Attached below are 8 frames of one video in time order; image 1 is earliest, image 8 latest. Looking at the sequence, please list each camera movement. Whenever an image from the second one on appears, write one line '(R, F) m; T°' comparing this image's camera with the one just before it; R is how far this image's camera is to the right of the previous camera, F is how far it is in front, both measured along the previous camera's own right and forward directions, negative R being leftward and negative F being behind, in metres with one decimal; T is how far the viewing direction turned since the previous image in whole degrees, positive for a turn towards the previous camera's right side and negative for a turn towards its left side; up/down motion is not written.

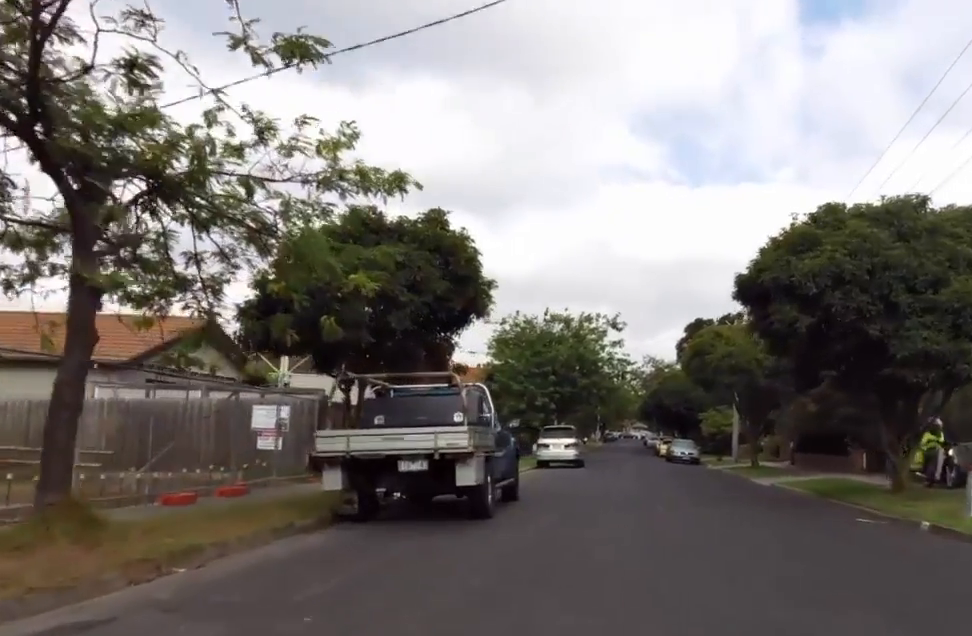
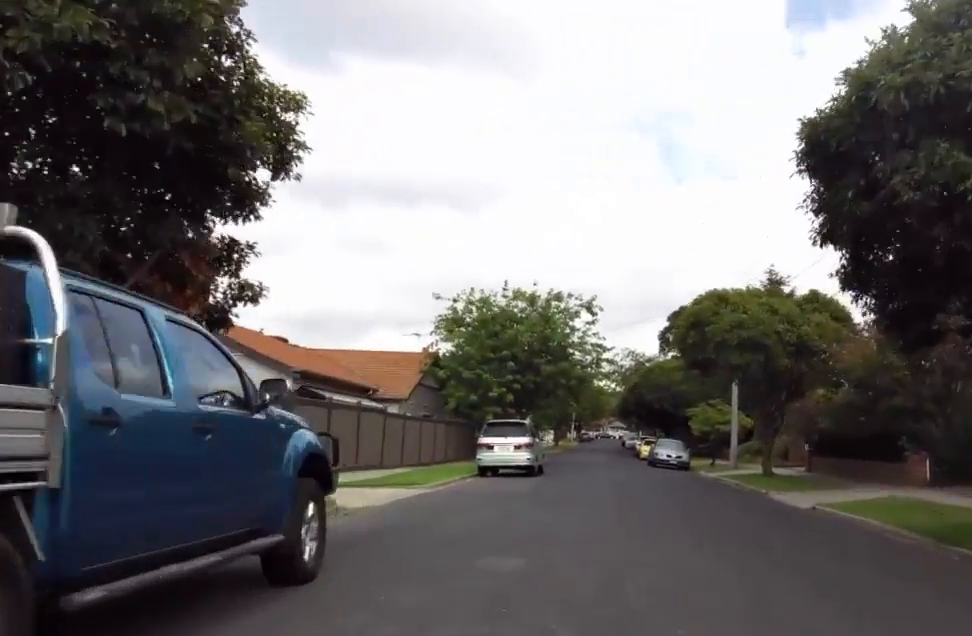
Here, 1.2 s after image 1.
(+1.1, +7.6) m; -4°
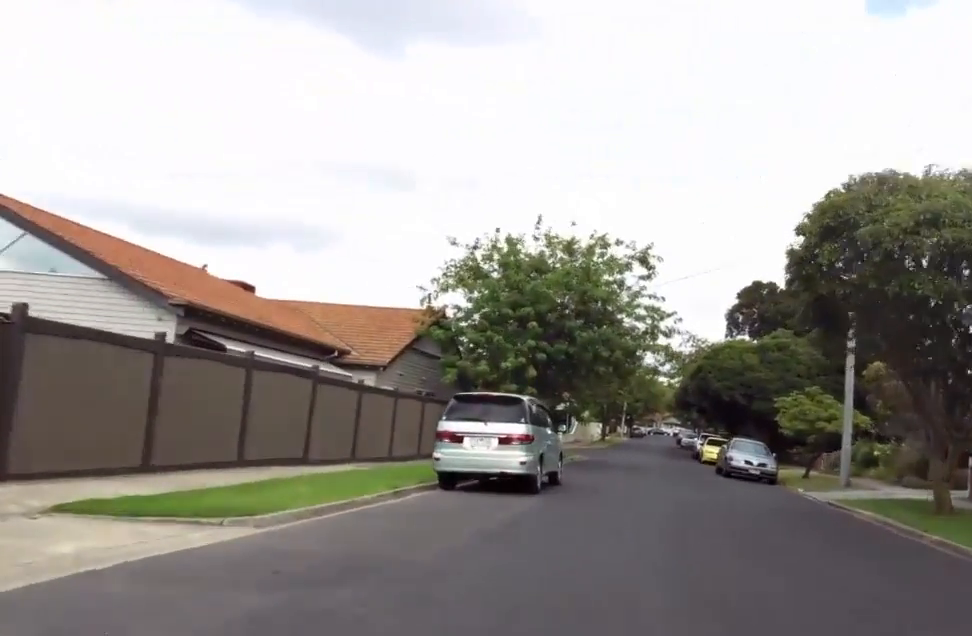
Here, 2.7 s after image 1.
(-1.9, +10.3) m; -2°
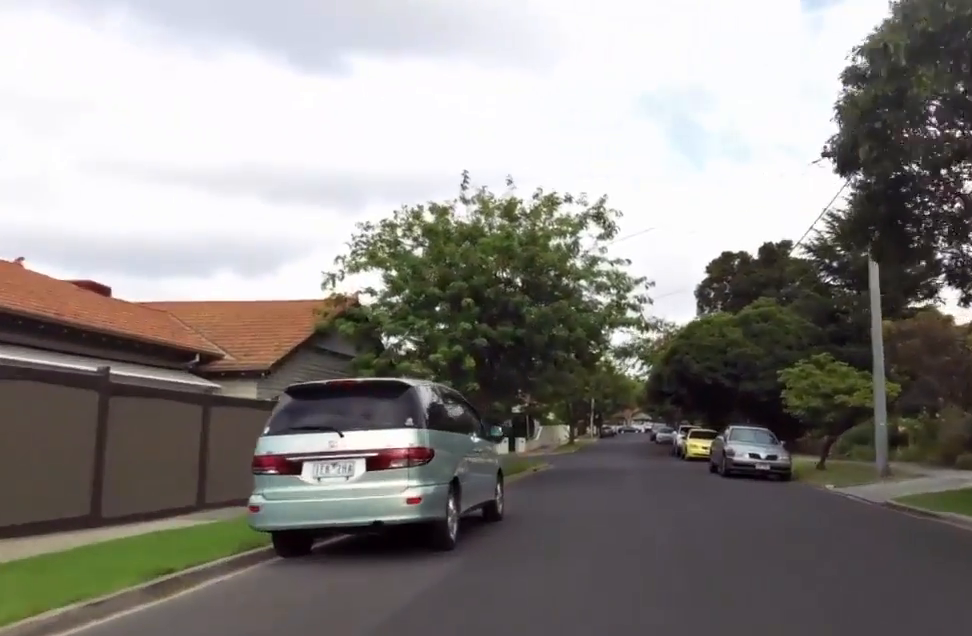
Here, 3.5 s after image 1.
(+0.7, +5.7) m; +3°
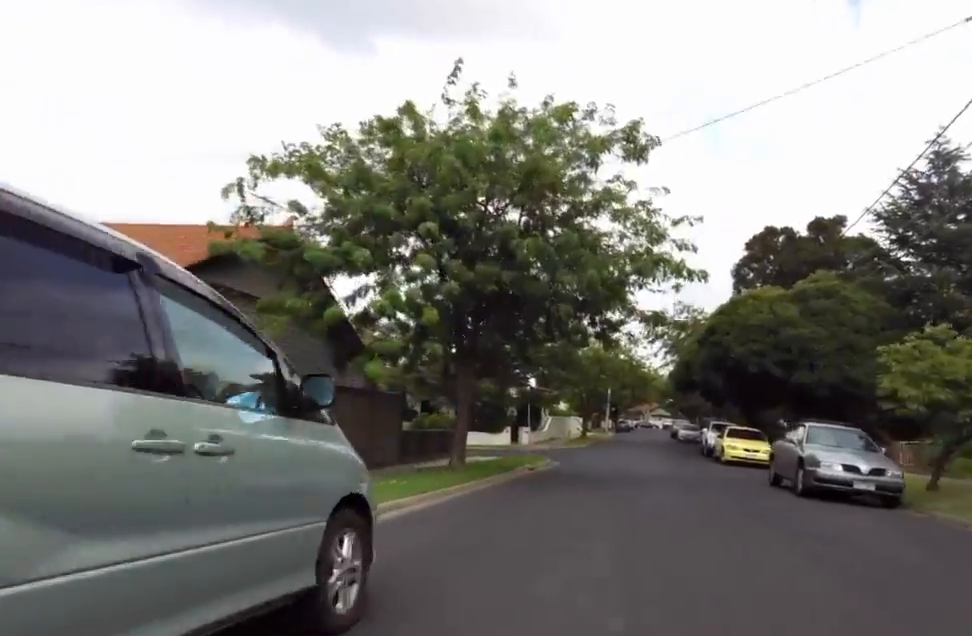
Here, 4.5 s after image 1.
(-0.1, +7.1) m; -6°
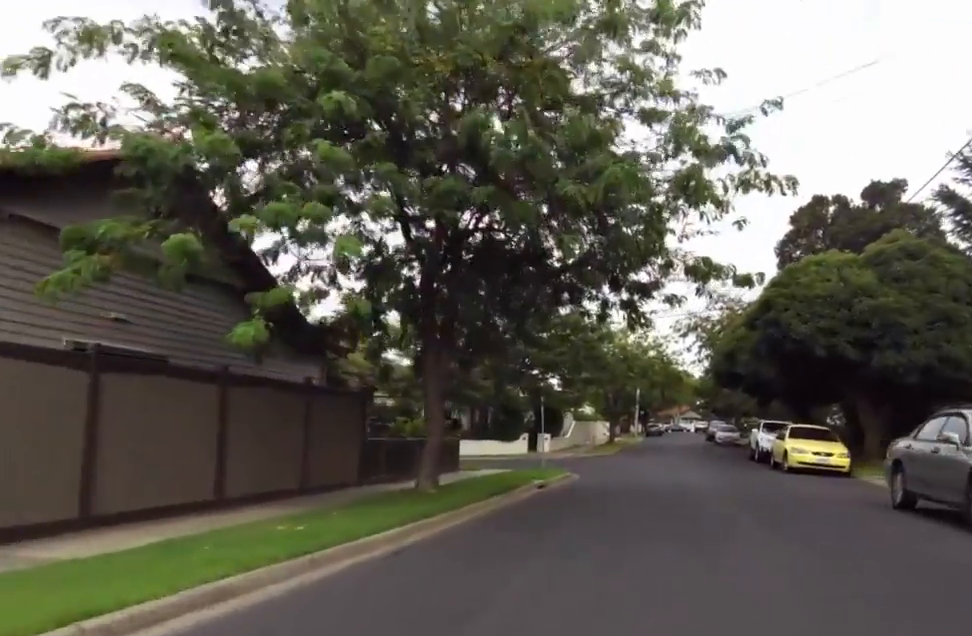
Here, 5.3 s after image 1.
(-0.6, +6.0) m; -2°
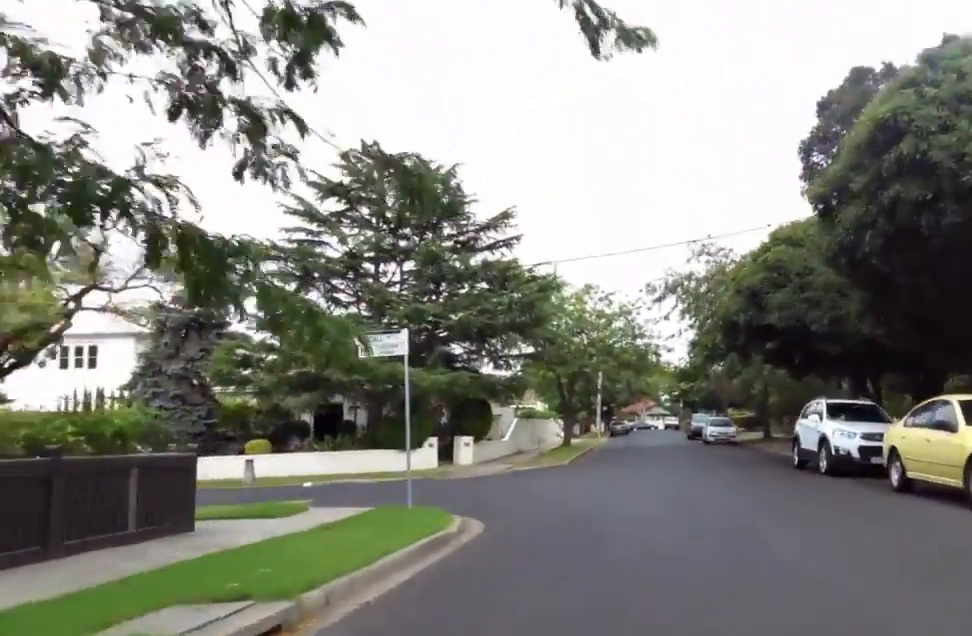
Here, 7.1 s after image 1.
(+2.1, +13.1) m; +7°
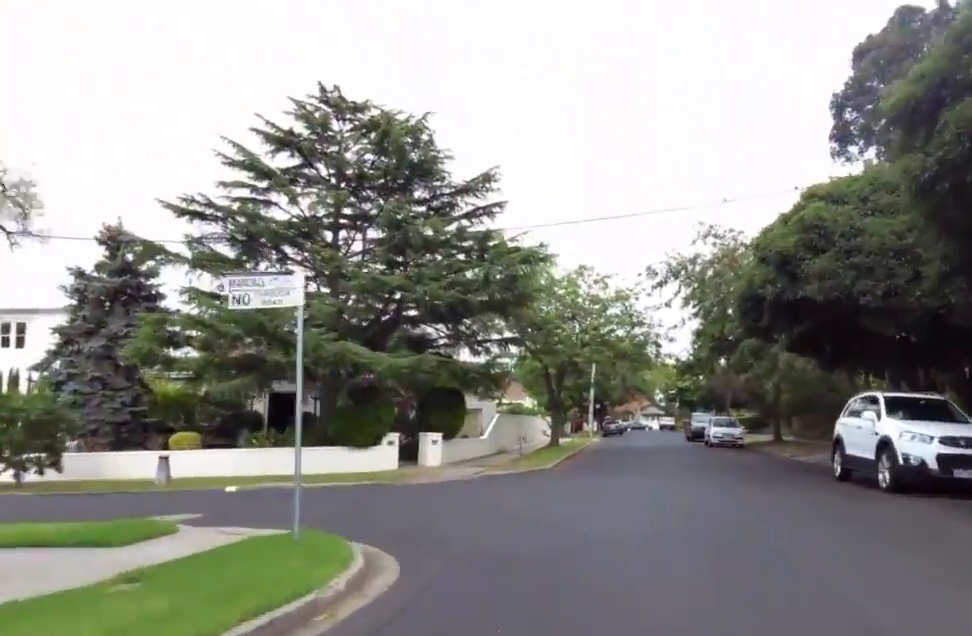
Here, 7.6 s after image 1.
(-0.7, +3.9) m; -6°
